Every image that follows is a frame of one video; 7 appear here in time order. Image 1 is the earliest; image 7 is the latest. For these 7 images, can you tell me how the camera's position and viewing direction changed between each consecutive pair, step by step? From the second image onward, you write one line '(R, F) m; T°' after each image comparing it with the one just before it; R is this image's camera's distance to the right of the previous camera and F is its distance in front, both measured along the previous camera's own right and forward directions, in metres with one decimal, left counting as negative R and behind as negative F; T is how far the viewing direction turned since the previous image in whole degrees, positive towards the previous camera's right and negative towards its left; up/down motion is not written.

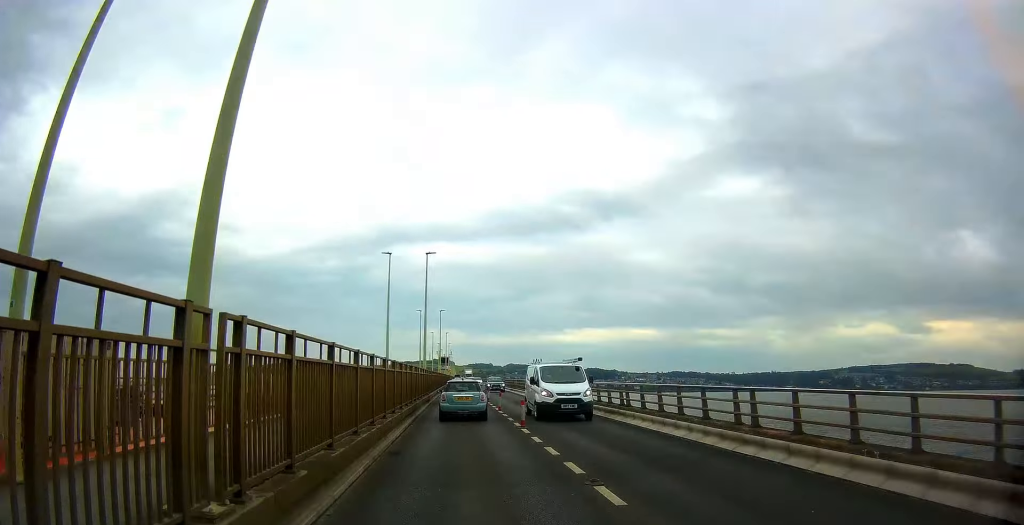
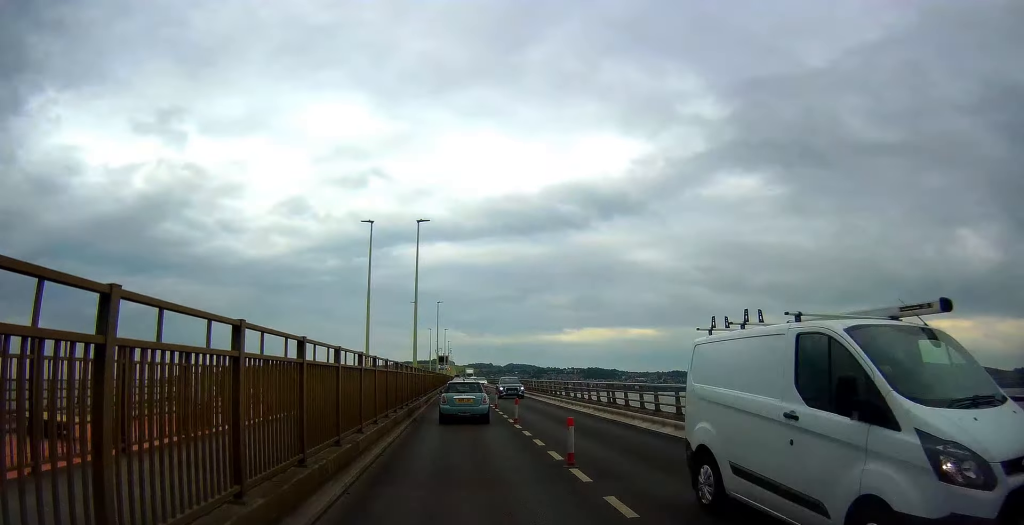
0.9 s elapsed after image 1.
(+0.2, +8.2) m; 0°
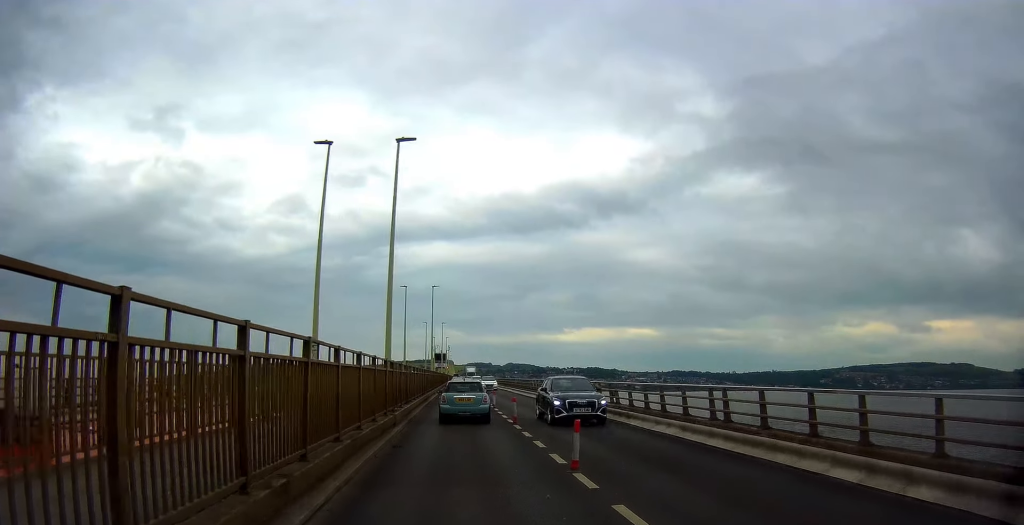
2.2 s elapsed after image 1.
(-0.4, +10.3) m; +1°
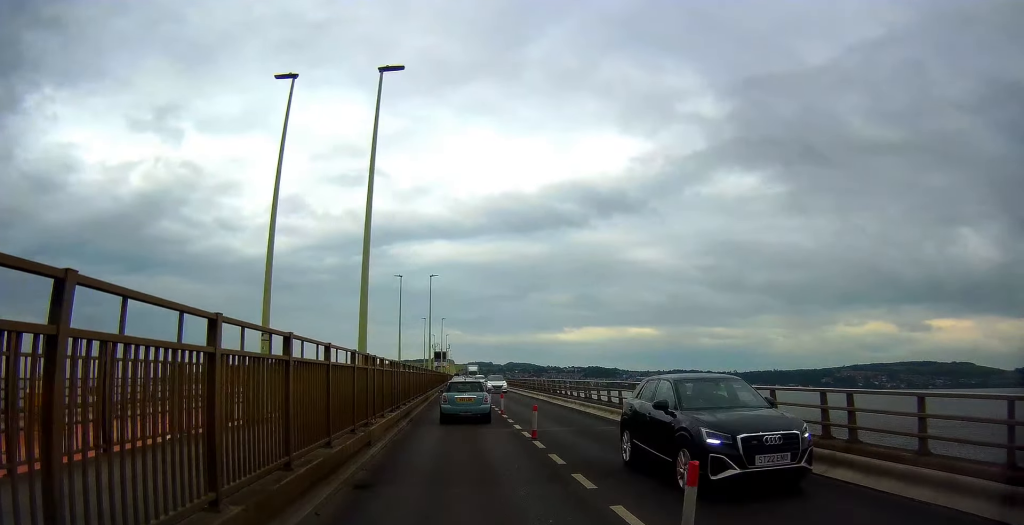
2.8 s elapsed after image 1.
(+0.4, +5.0) m; +4°
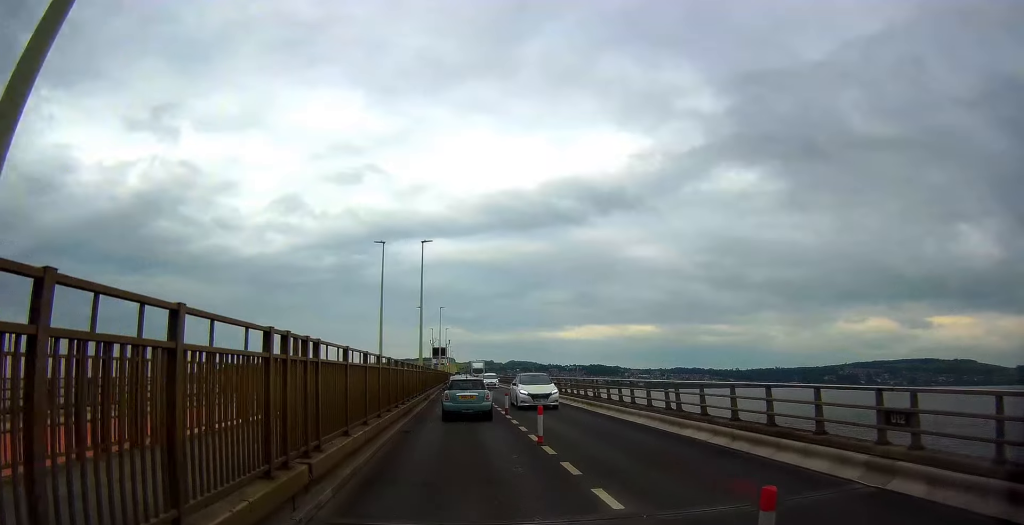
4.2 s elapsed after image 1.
(+0.5, +10.8) m; -1°
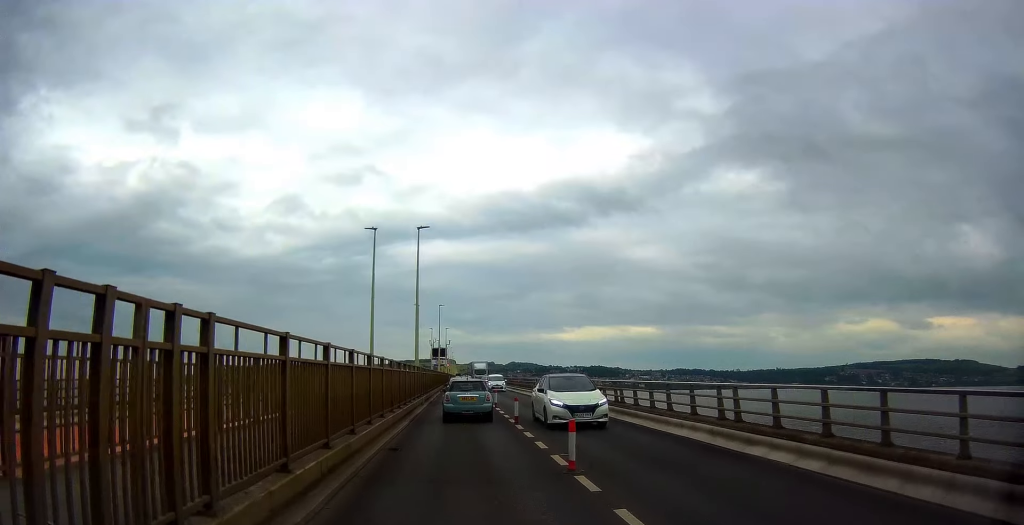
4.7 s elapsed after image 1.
(-0.3, +3.6) m; -2°
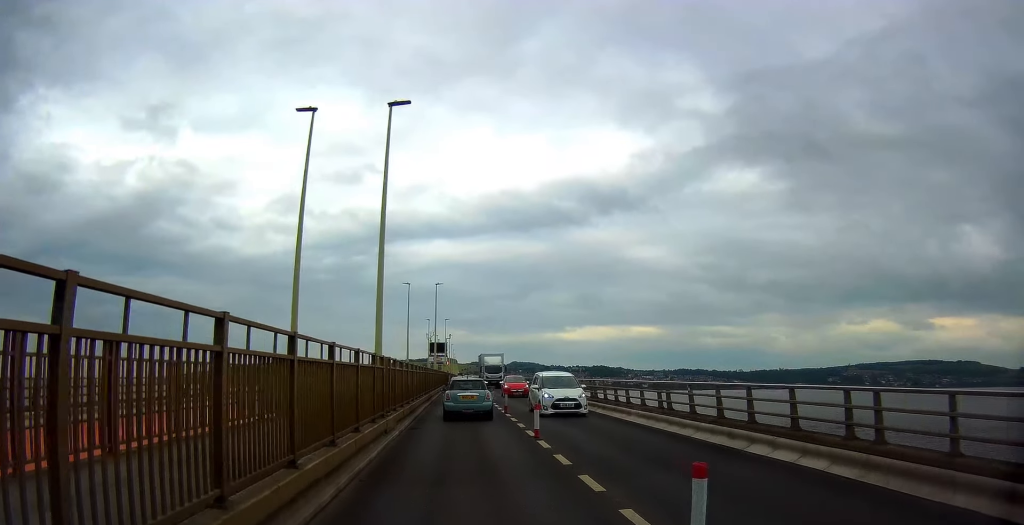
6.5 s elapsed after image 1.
(-0.3, +14.0) m; +1°
